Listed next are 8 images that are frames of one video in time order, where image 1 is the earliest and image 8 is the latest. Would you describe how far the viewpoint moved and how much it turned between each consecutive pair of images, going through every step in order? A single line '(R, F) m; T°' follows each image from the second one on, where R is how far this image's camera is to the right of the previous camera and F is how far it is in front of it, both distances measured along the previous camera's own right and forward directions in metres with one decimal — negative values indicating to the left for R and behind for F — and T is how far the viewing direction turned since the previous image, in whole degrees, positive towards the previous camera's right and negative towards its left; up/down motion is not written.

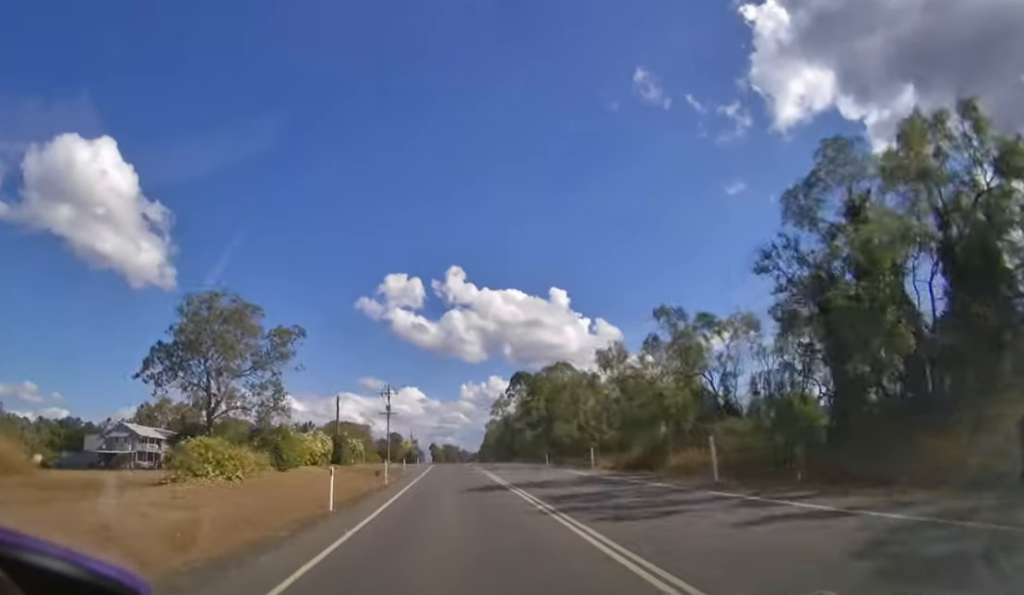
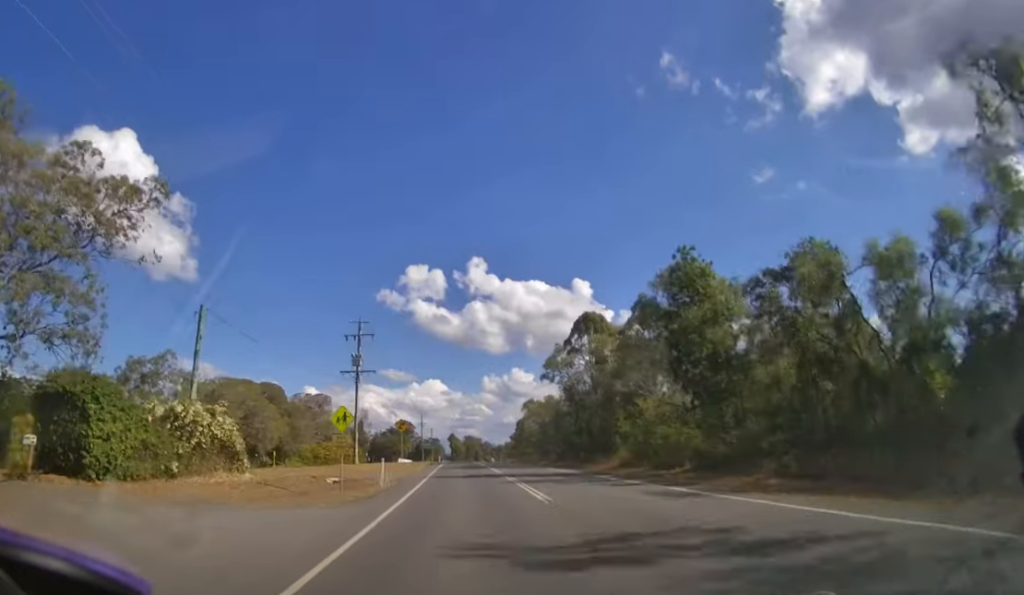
(-1.1, +38.7) m; -3°
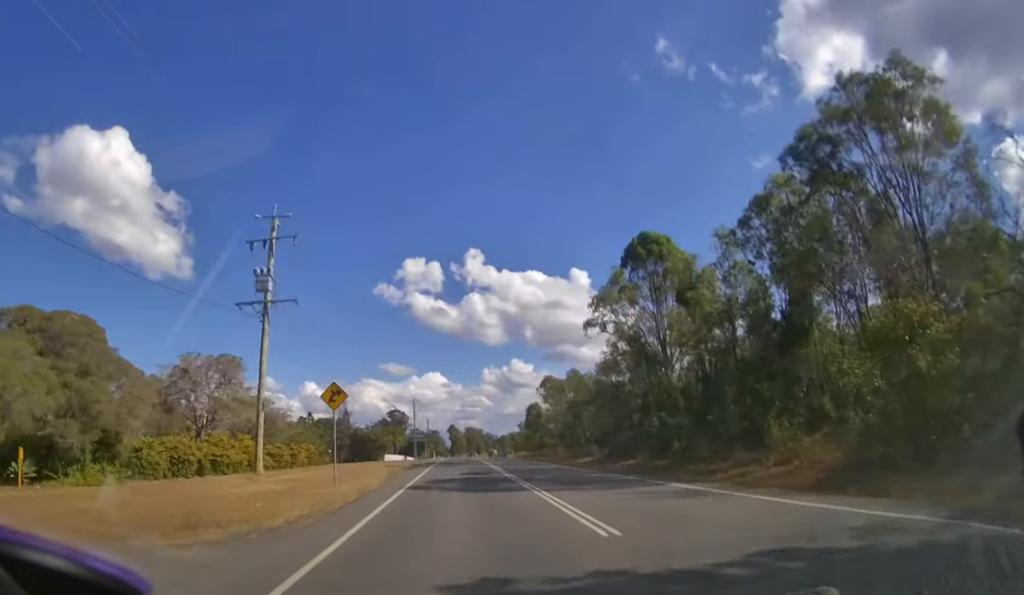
(-0.1, +18.7) m; -1°
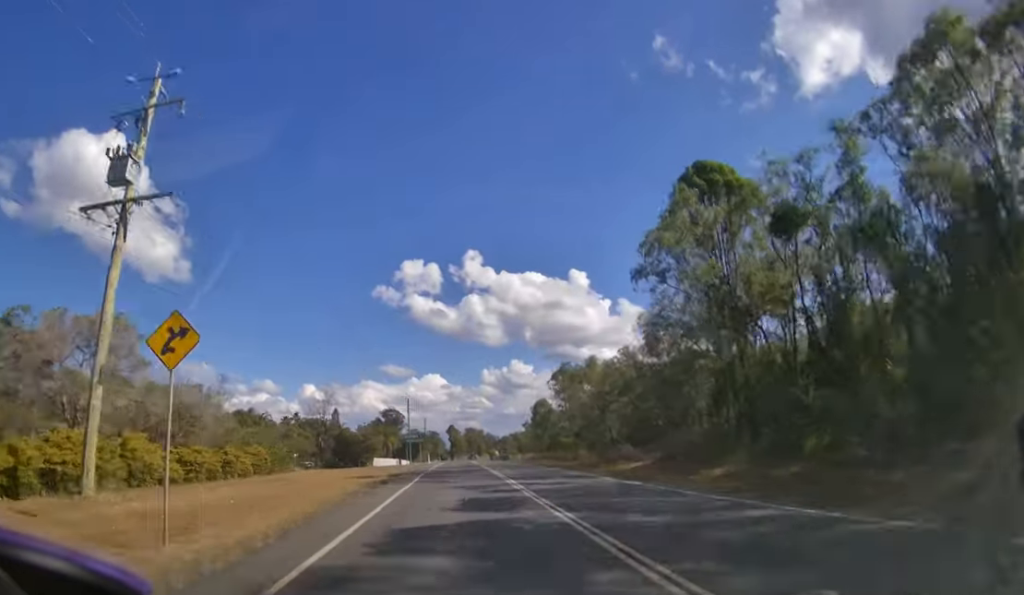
(0.0, +10.1) m; 0°
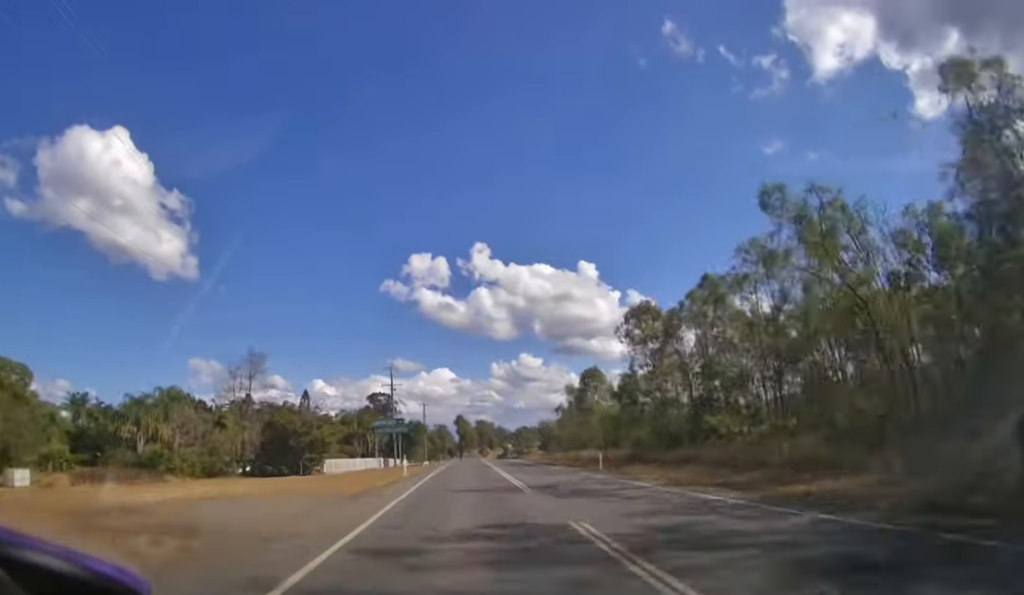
(-0.2, +28.3) m; -1°
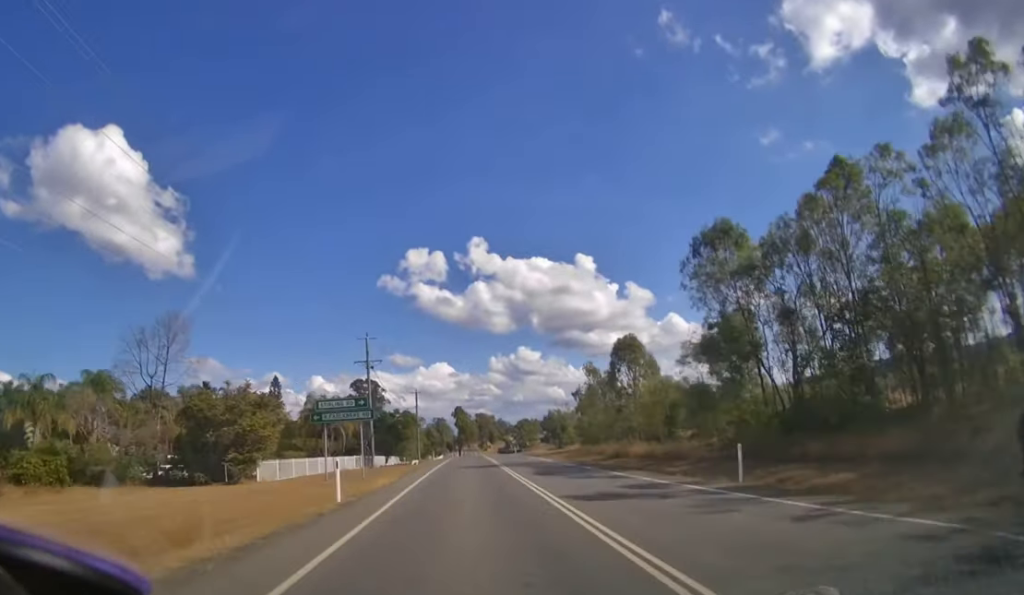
(0.0, +12.4) m; 0°
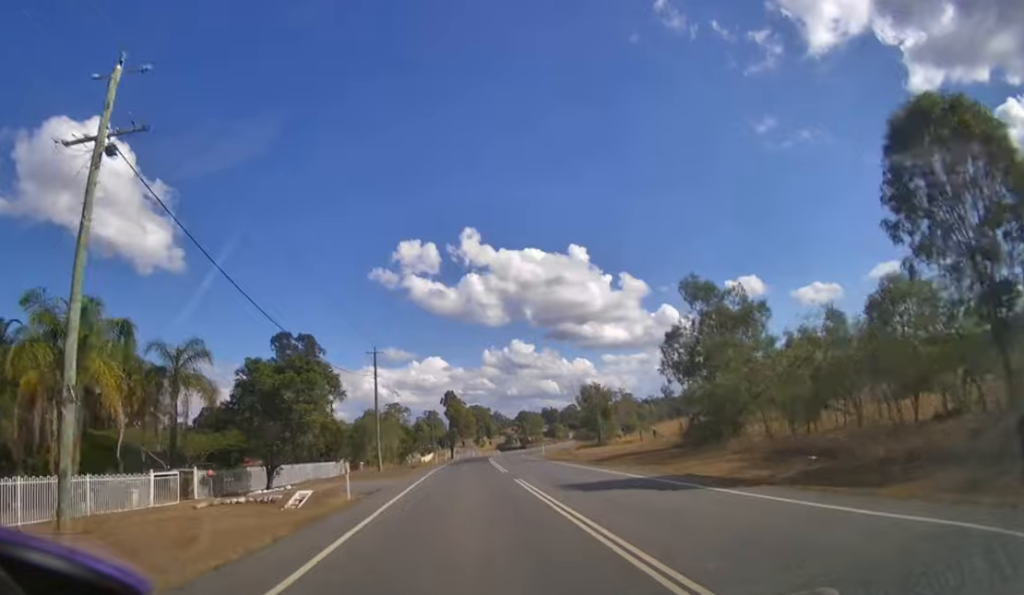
(0.0, +30.6) m; 0°
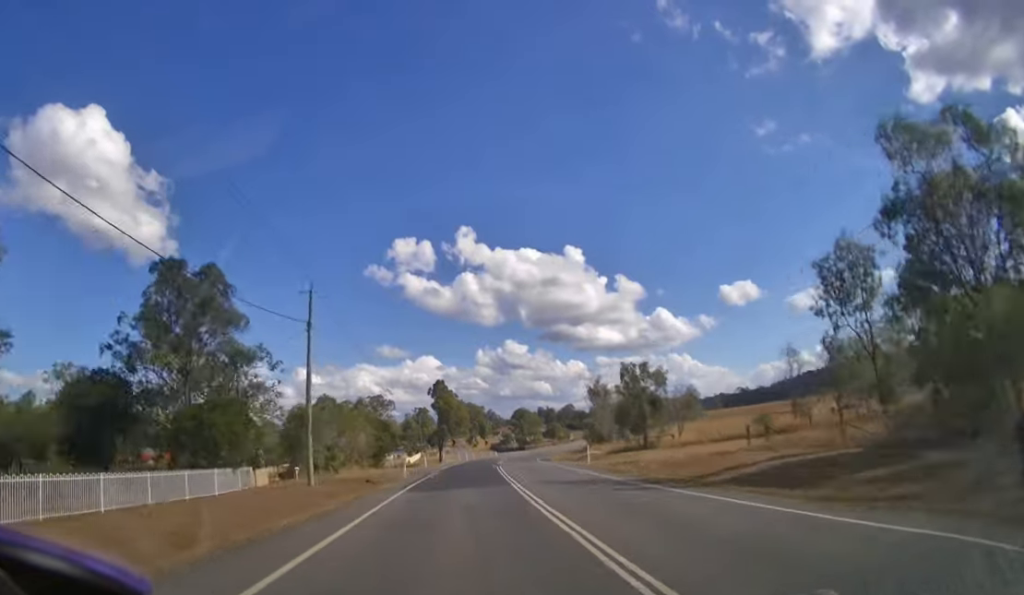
(+0.1, +20.1) m; +1°
